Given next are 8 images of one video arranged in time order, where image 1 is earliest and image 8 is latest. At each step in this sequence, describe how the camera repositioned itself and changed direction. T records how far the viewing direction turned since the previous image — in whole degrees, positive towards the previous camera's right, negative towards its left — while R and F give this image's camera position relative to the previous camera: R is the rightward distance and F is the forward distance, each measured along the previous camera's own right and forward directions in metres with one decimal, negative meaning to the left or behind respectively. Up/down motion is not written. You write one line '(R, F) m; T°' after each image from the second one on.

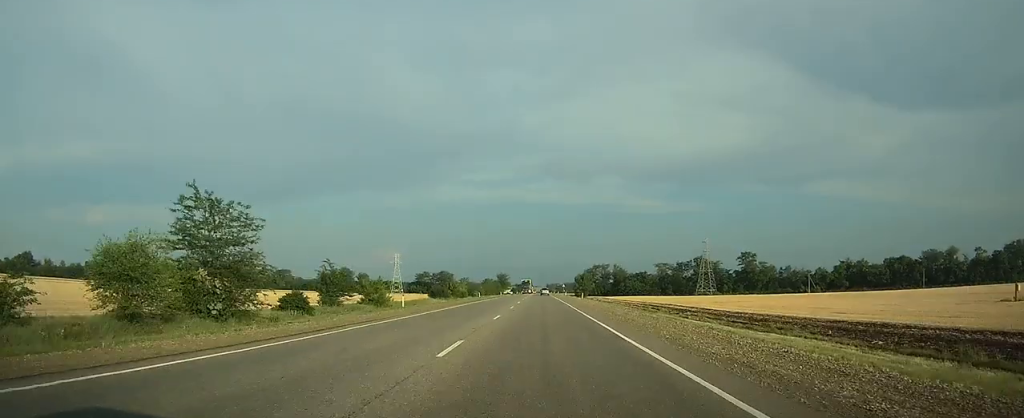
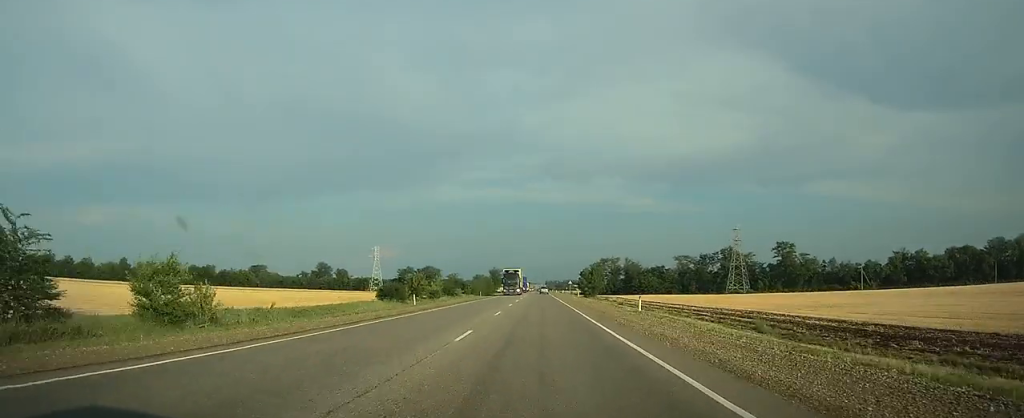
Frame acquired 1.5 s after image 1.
(+0.1, +51.3) m; 0°
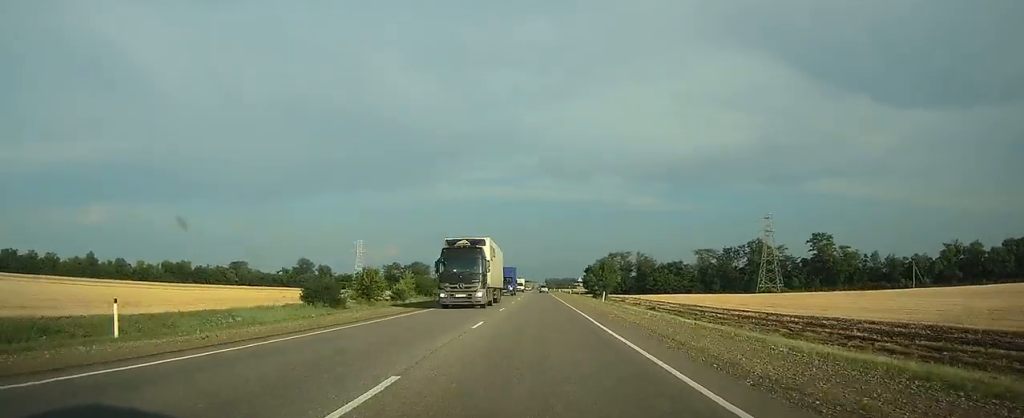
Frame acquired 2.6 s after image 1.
(0.0, +34.6) m; 0°
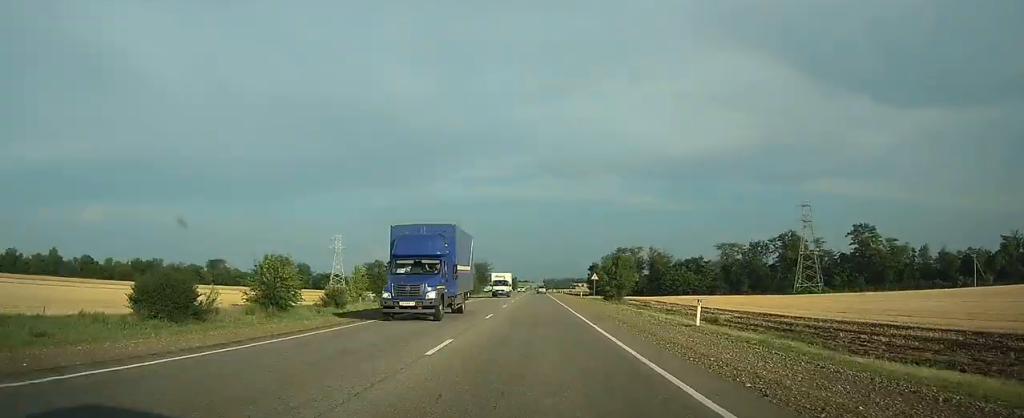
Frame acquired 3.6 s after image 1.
(0.0, +31.3) m; 0°
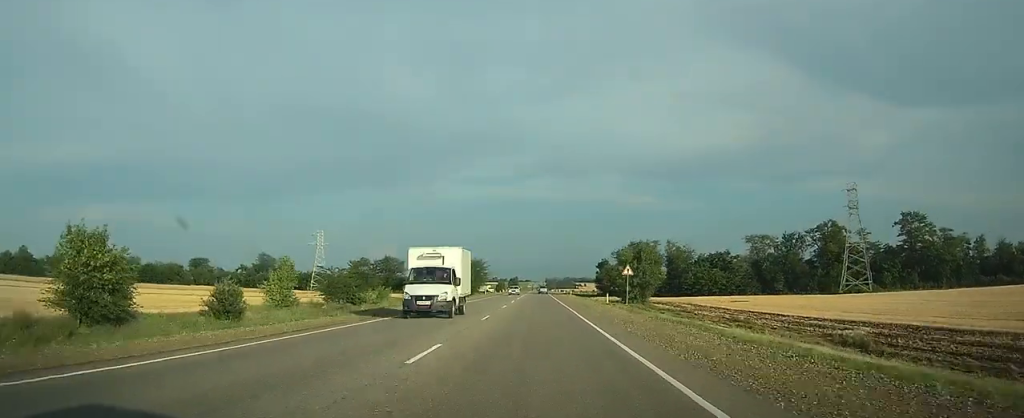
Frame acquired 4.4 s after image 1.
(0.0, +25.5) m; 0°
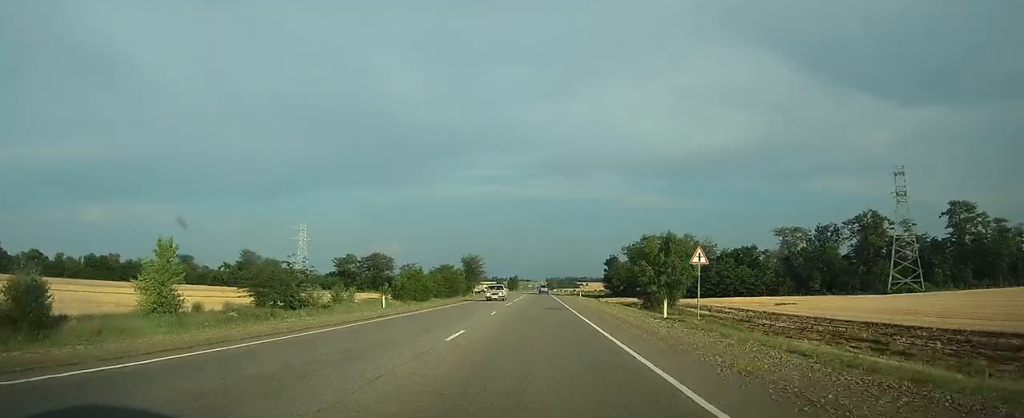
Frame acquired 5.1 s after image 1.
(0.0, +20.2) m; 0°
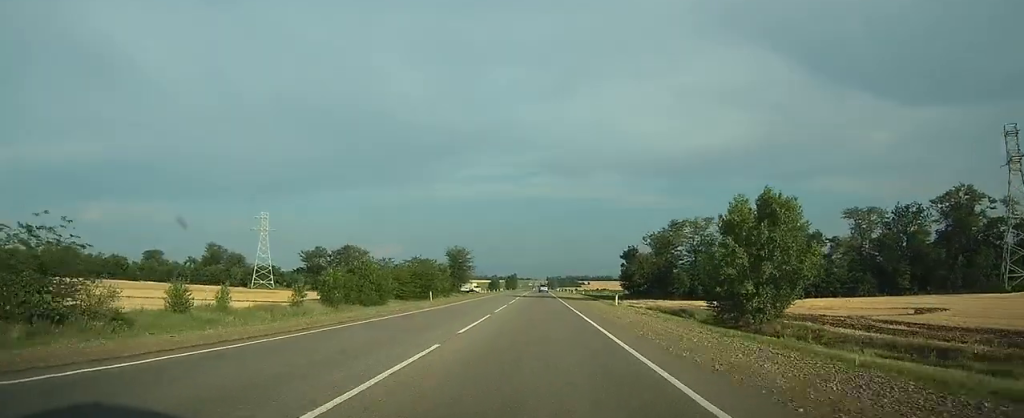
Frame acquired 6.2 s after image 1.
(0.0, +34.1) m; 0°
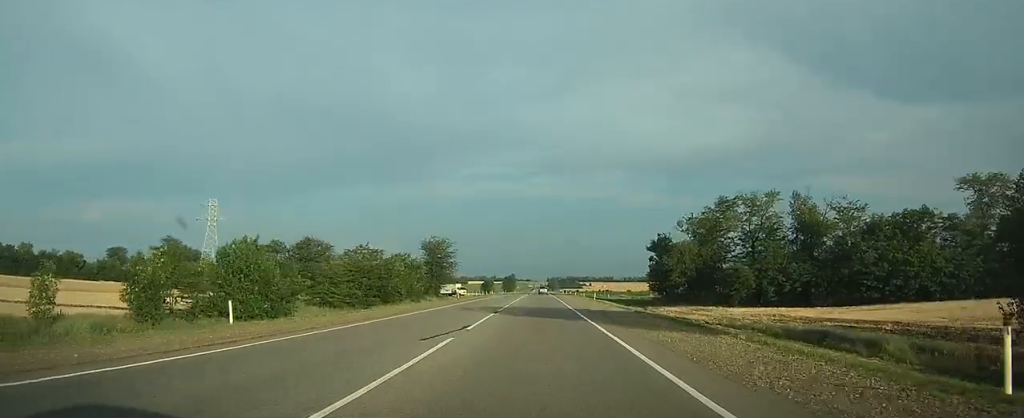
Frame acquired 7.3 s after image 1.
(0.0, +33.8) m; 0°
